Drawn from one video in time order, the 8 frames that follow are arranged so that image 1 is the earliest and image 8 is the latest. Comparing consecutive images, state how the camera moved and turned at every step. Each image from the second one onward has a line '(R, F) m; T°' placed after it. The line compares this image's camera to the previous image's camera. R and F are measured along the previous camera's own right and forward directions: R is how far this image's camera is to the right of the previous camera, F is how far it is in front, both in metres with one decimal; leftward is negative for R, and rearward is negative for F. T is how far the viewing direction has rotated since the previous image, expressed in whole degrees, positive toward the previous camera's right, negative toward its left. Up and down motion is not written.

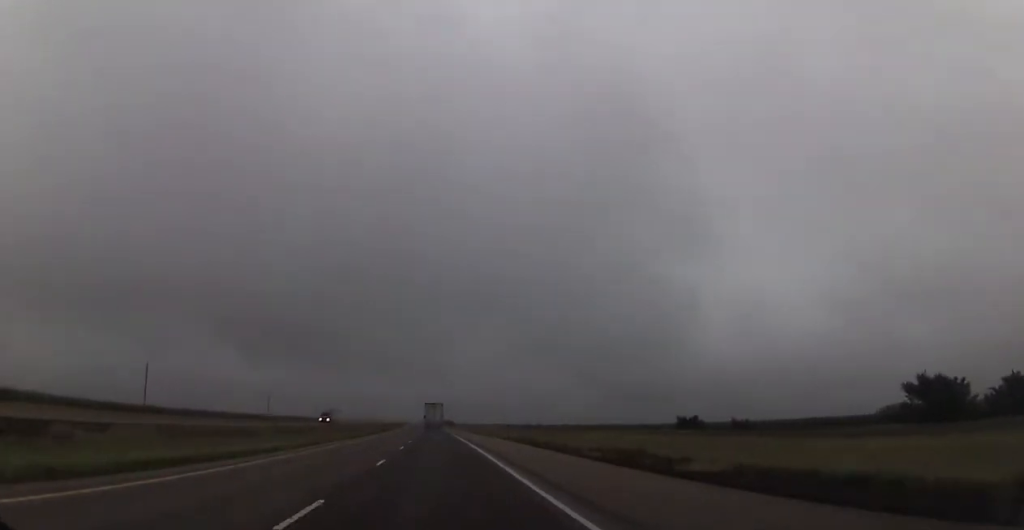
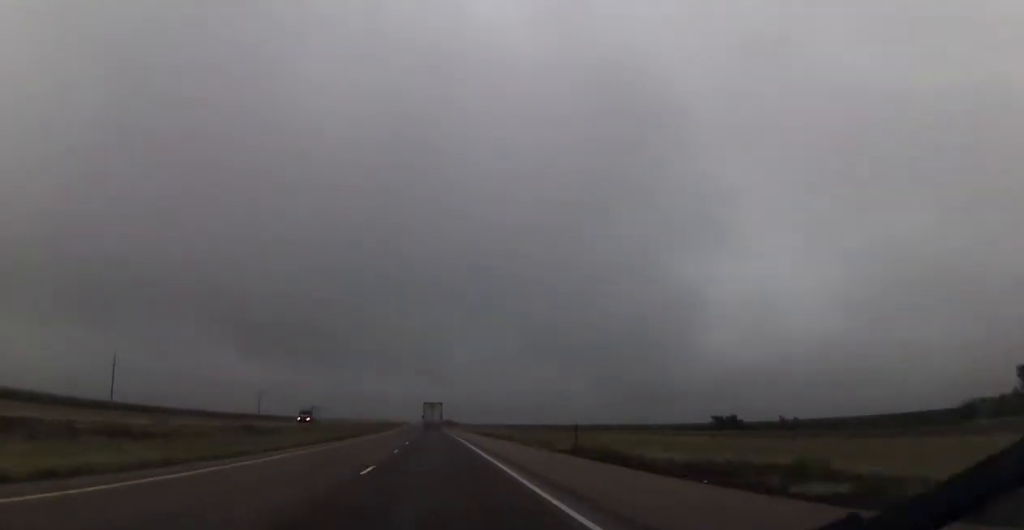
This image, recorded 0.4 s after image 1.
(-0.3, +15.8) m; 0°
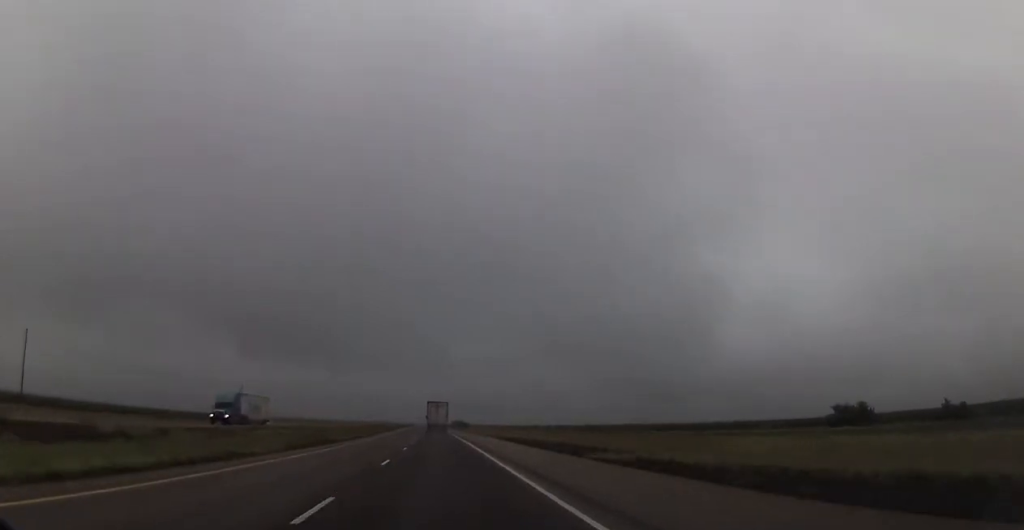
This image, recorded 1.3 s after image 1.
(-0.3, +32.7) m; -1°
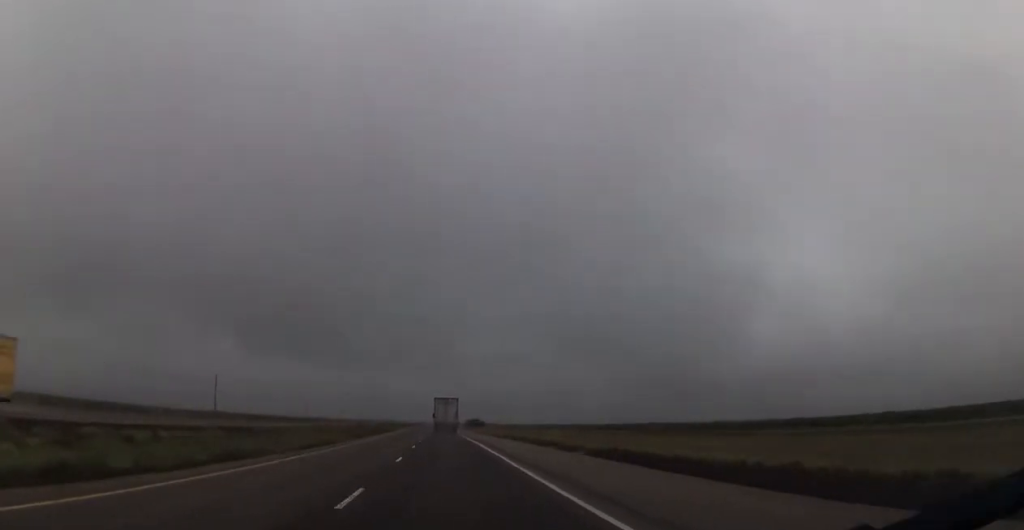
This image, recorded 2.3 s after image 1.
(0.0, +35.1) m; 0°
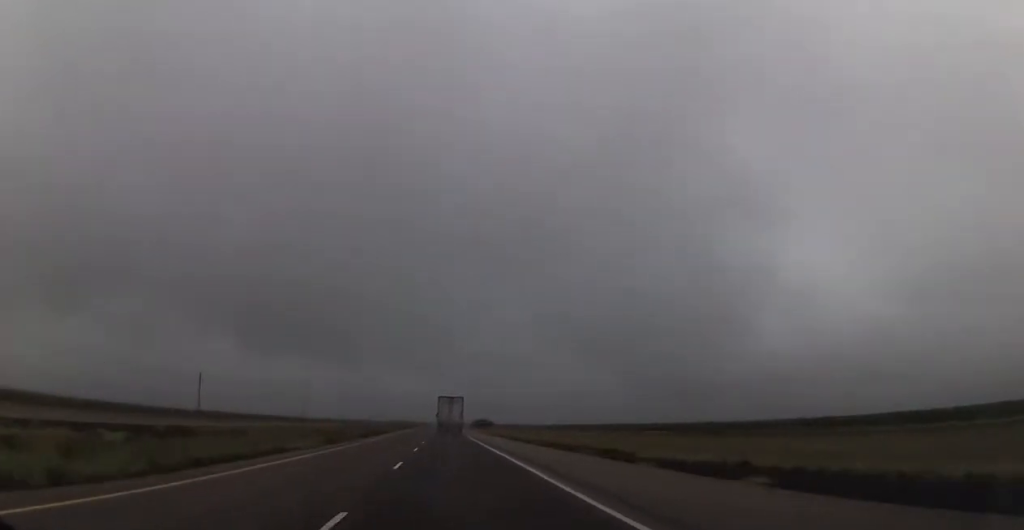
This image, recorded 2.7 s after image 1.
(+0.1, +15.7) m; -1°
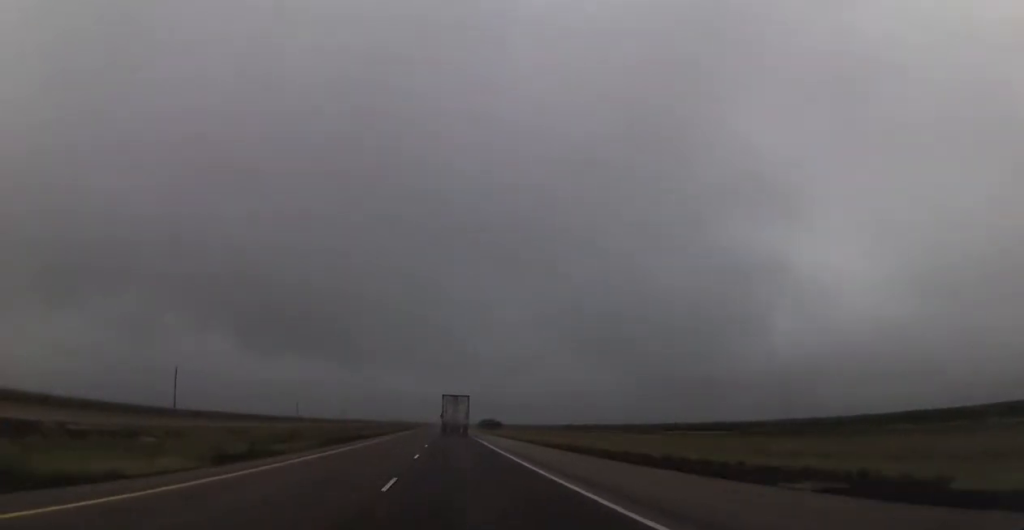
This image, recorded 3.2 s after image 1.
(-0.1, +18.2) m; -1°
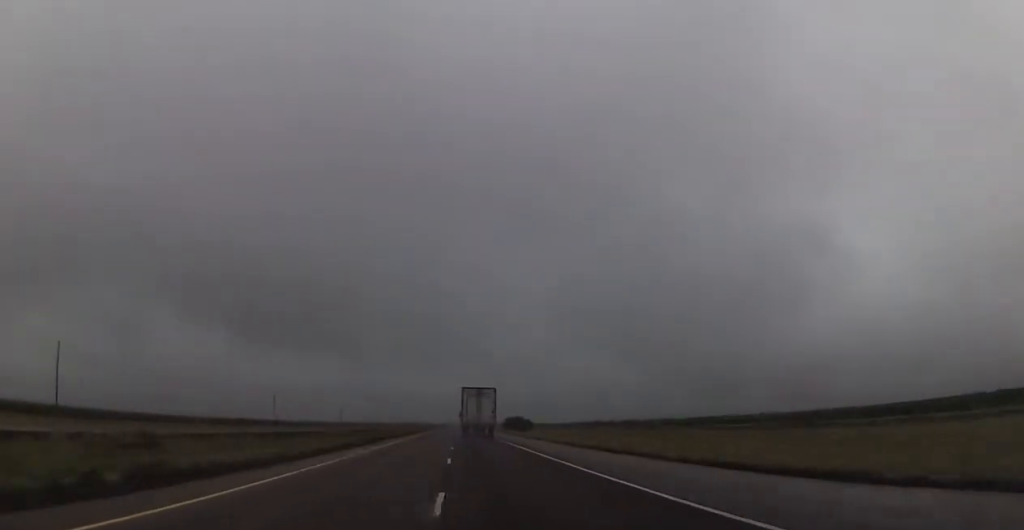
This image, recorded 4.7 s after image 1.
(-1.1, +52.0) m; -1°
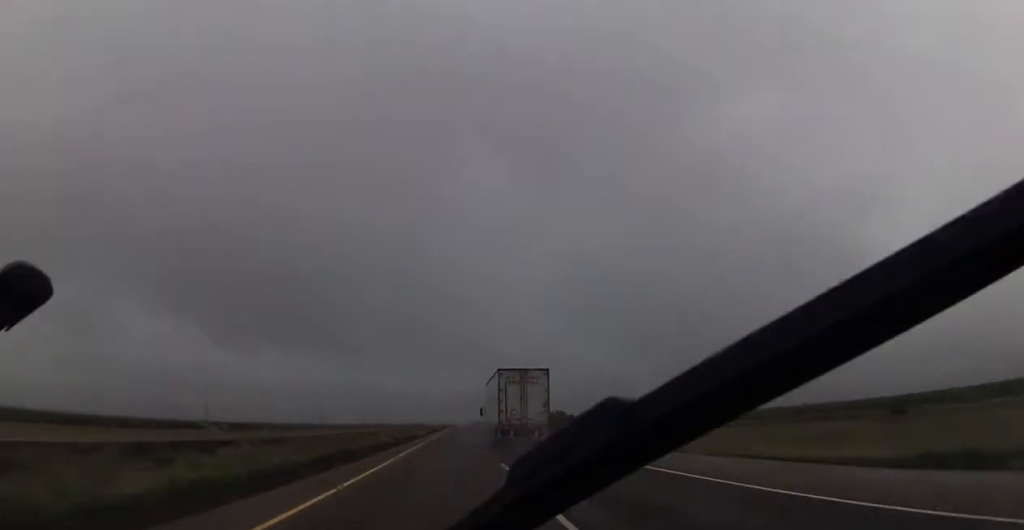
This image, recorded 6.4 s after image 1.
(+0.1, +64.2) m; 0°
